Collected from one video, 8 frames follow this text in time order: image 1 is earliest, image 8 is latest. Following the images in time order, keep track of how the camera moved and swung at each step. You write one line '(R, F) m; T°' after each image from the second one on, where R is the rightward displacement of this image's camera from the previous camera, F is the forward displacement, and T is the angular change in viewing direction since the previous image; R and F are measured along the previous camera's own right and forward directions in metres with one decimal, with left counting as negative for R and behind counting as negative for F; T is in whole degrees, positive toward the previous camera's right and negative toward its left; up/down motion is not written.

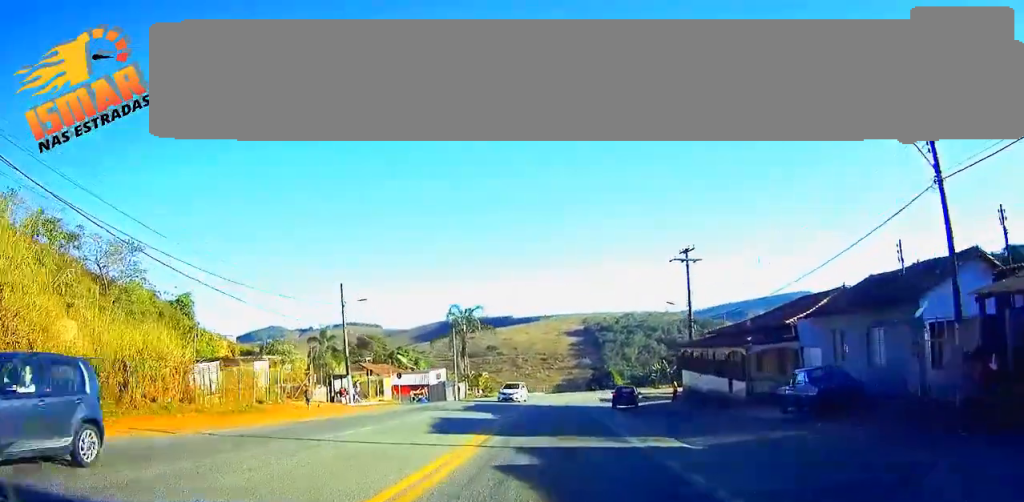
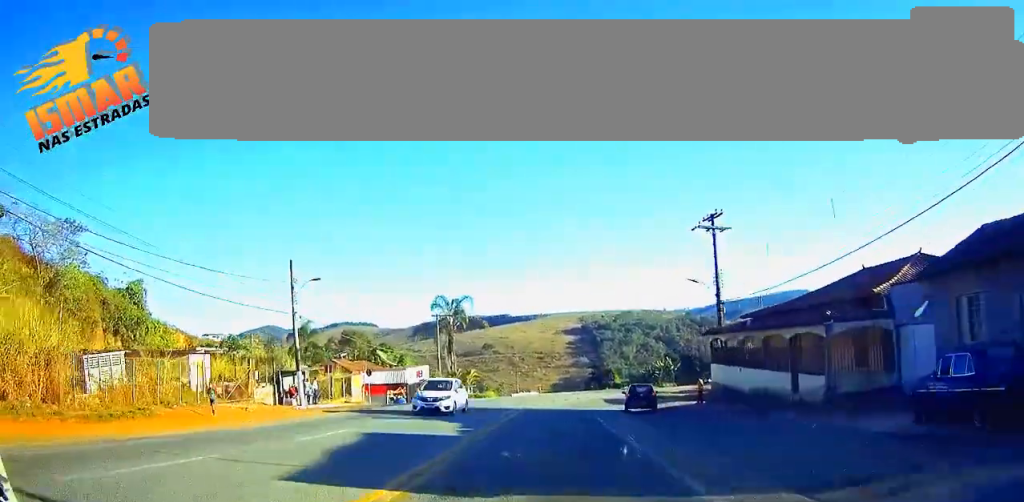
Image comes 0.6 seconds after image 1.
(0.0, +9.4) m; 0°
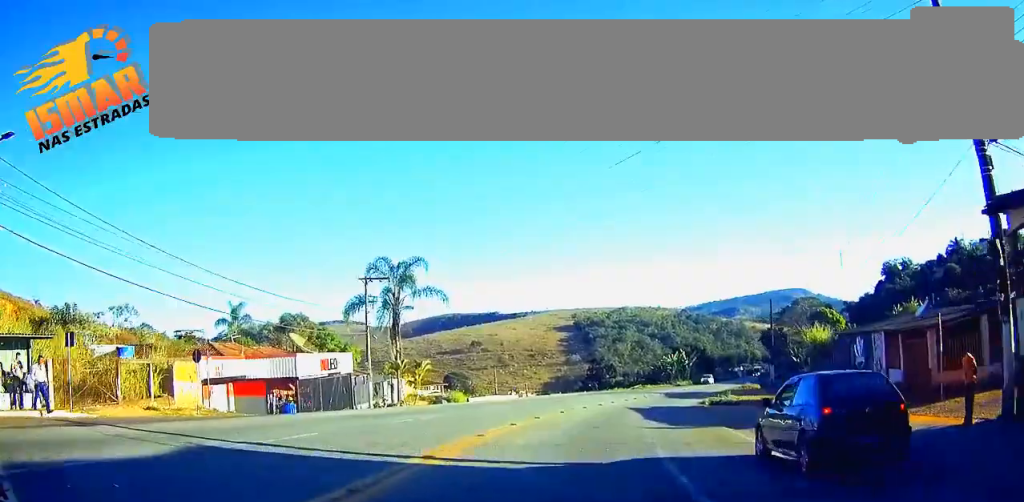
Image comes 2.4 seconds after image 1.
(+0.9, +26.8) m; +4°
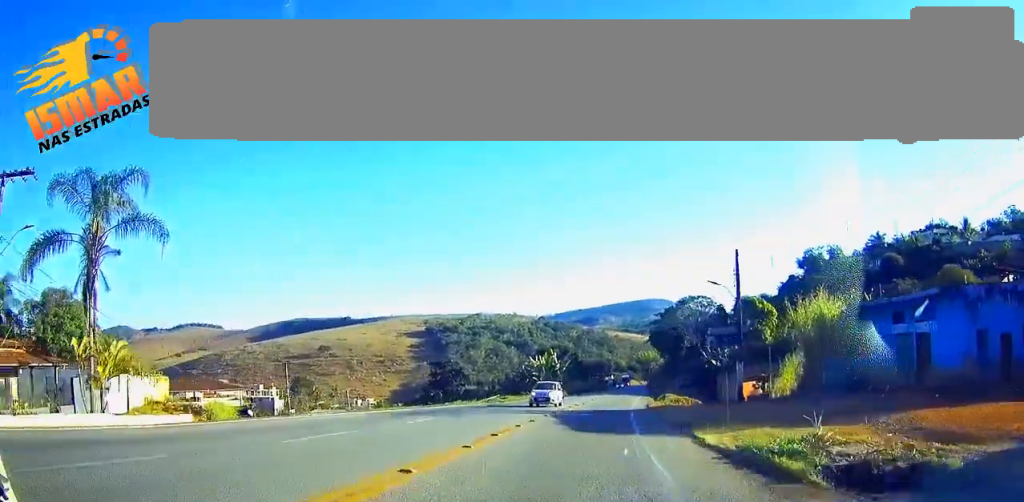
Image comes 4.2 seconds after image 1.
(+2.5, +28.5) m; +12°
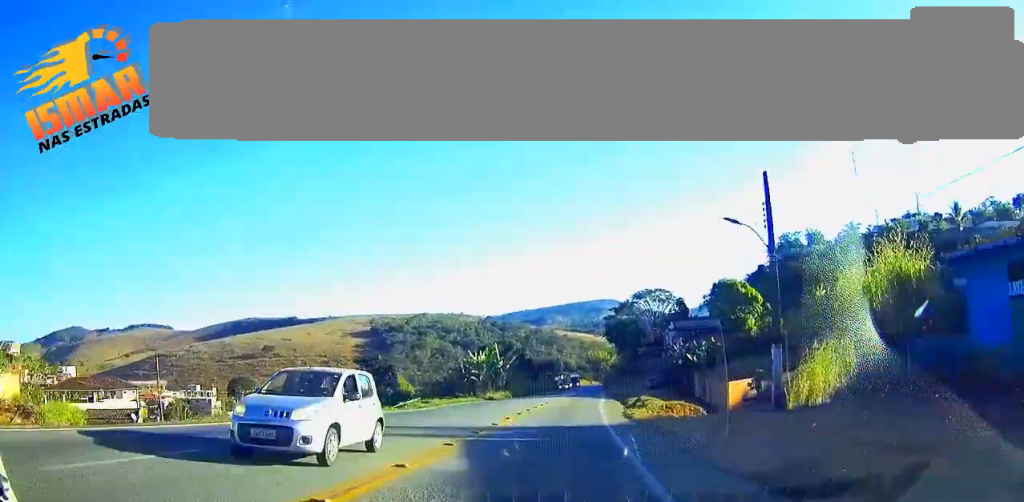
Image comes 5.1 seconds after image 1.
(+0.8, +14.1) m; +3°
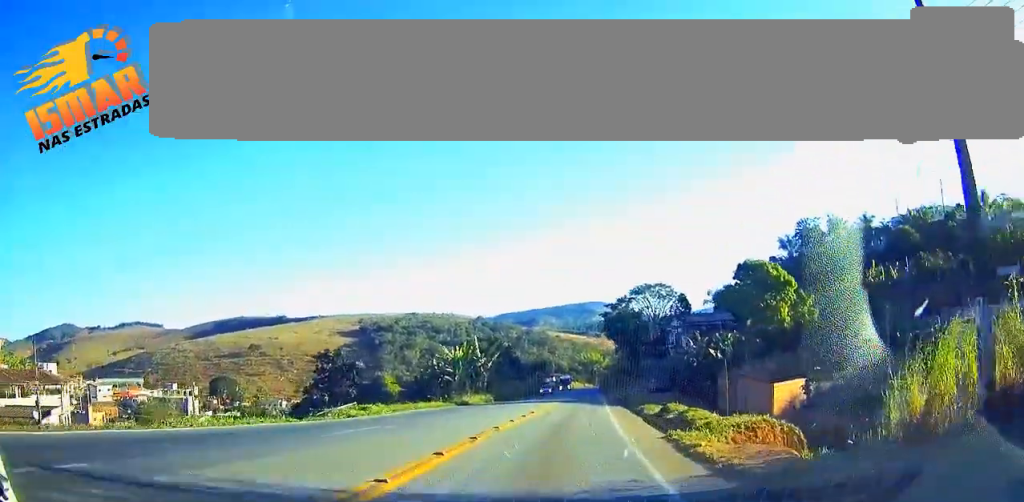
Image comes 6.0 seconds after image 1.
(0.0, +13.2) m; 0°
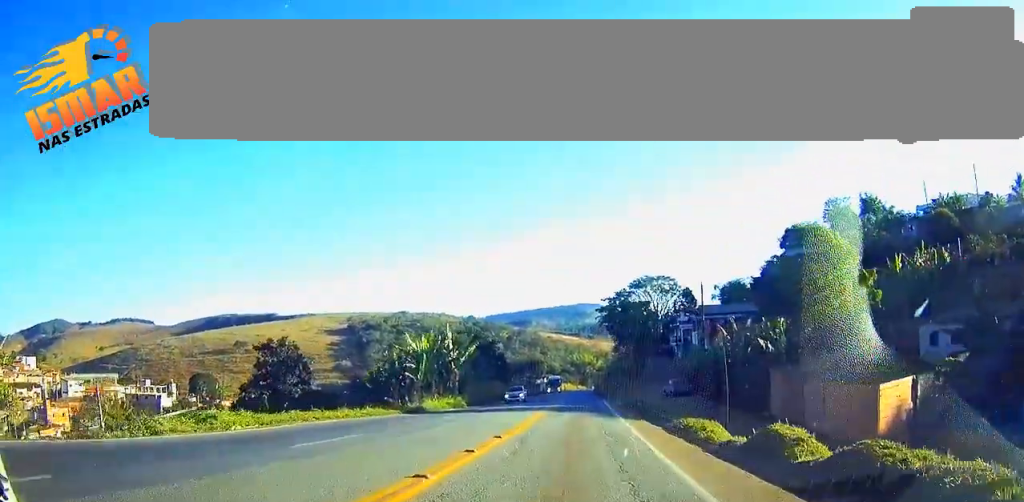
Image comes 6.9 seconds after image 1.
(0.0, +14.9) m; 0°
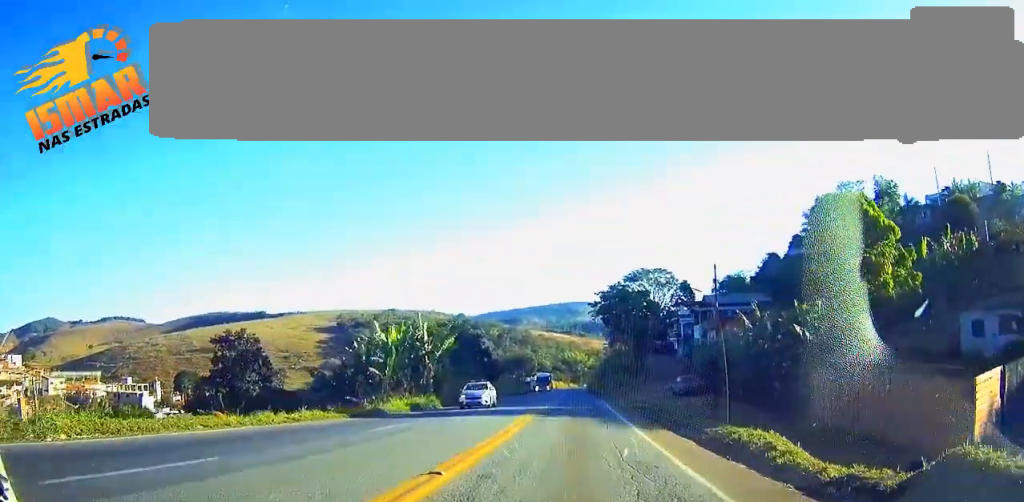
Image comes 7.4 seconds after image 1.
(0.0, +7.6) m; 0°
